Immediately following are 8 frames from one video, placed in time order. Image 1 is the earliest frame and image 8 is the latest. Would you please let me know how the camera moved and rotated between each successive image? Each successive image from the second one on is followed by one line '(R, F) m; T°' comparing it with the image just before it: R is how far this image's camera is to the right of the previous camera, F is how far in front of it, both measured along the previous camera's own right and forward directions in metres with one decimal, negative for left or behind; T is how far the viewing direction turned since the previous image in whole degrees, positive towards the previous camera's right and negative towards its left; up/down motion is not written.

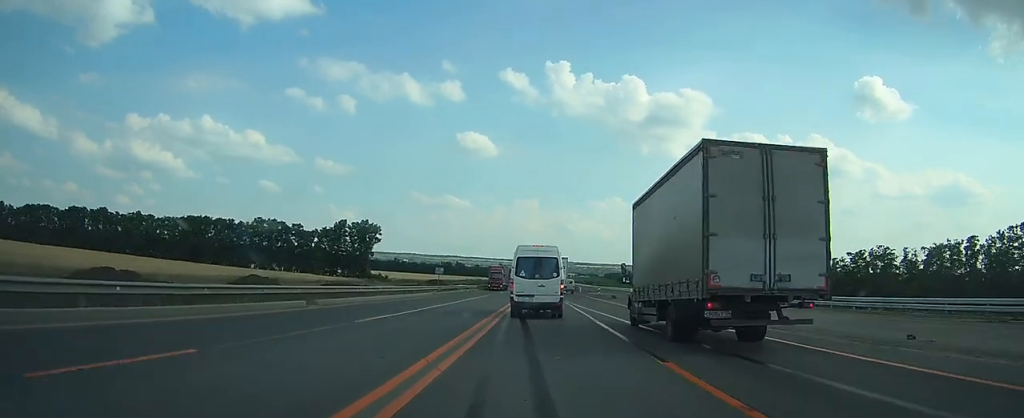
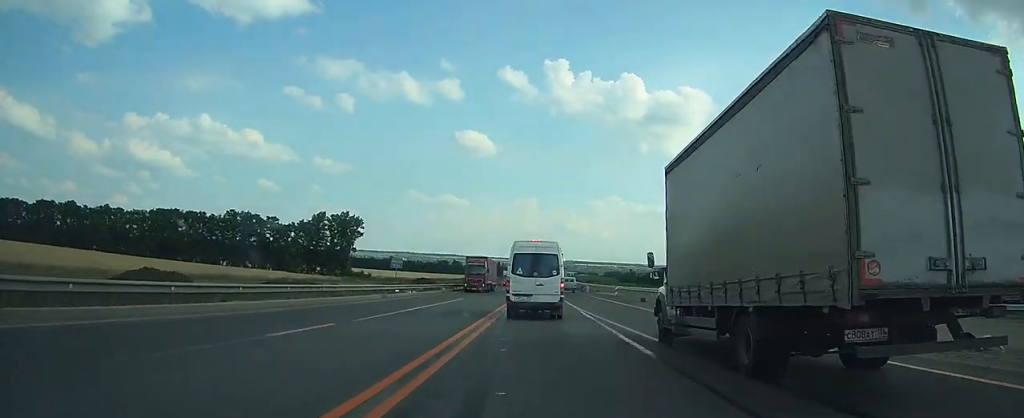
(0.0, +18.0) m; 0°
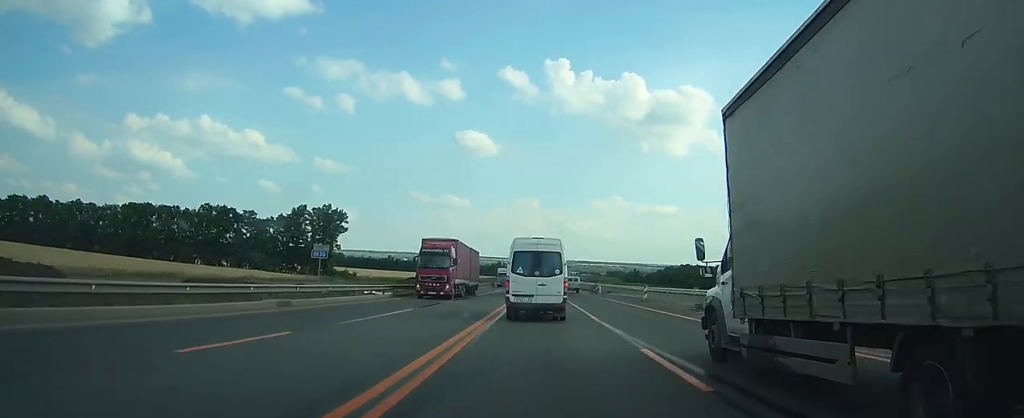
(0.0, +15.9) m; 0°
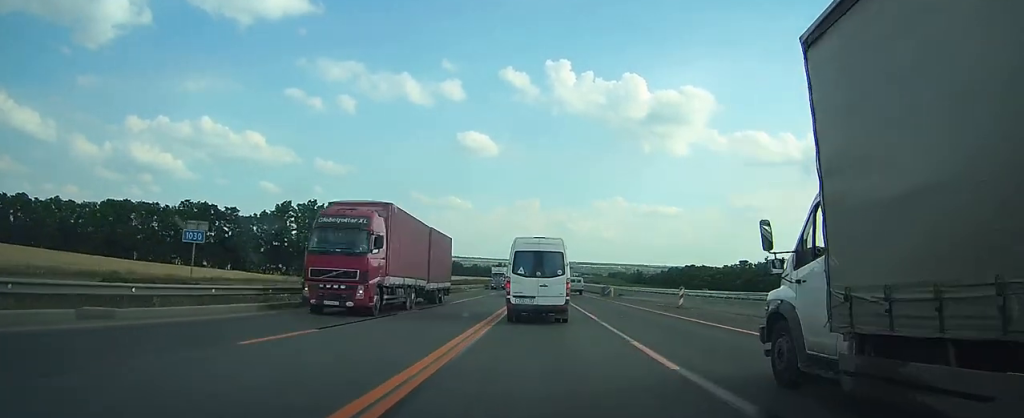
(0.0, +11.4) m; 0°
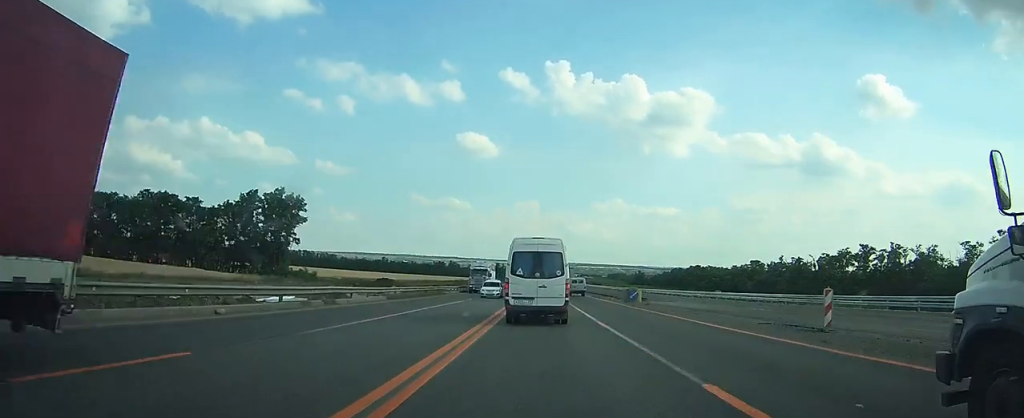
(0.0, +18.9) m; 0°
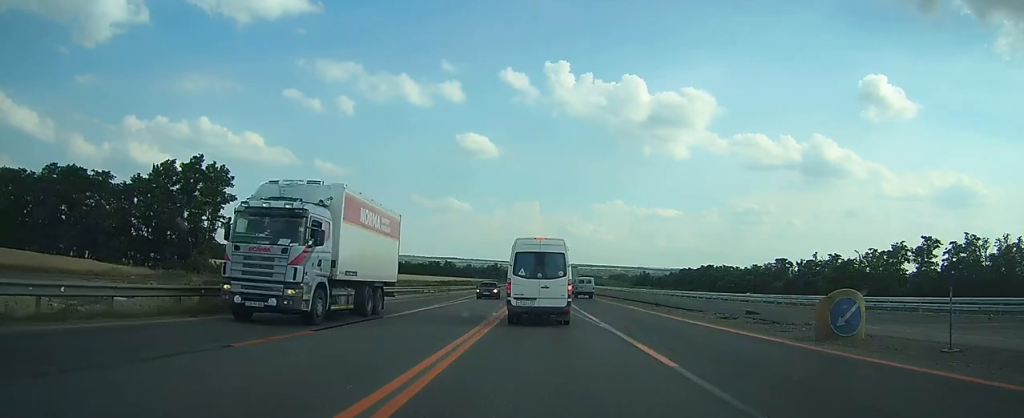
(-0.1, +33.2) m; 0°
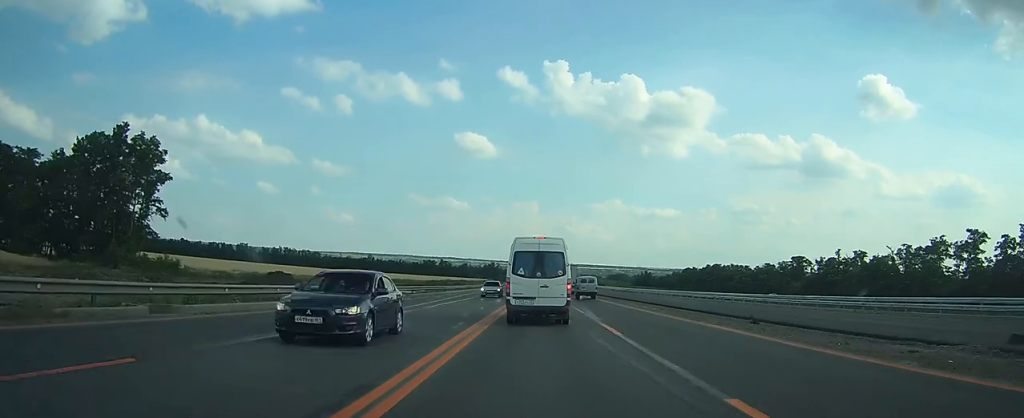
(+0.1, +19.1) m; 0°
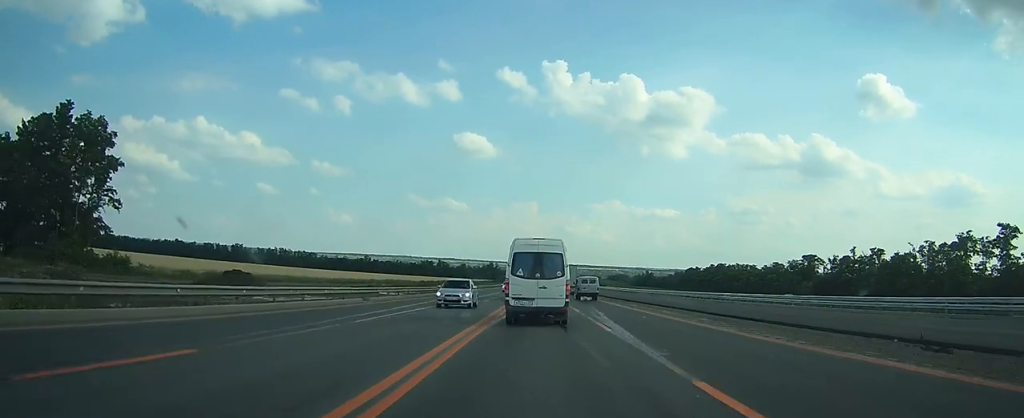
(0.0, +11.0) m; 0°
